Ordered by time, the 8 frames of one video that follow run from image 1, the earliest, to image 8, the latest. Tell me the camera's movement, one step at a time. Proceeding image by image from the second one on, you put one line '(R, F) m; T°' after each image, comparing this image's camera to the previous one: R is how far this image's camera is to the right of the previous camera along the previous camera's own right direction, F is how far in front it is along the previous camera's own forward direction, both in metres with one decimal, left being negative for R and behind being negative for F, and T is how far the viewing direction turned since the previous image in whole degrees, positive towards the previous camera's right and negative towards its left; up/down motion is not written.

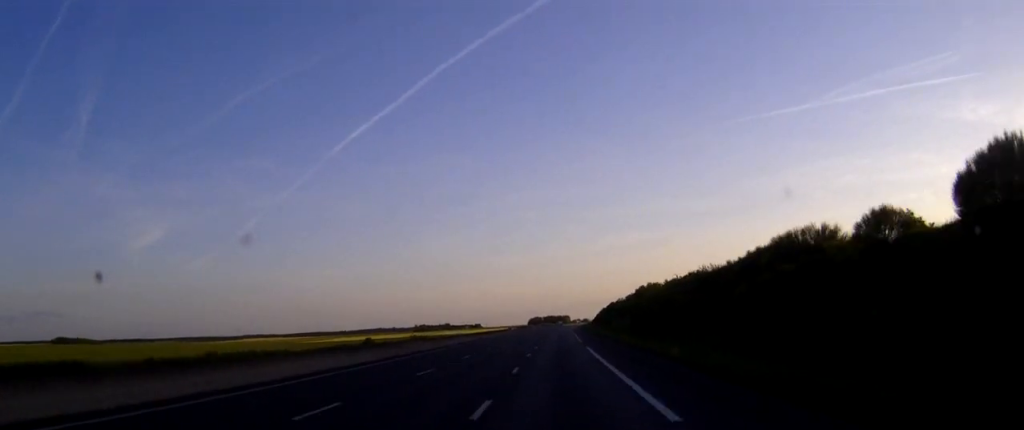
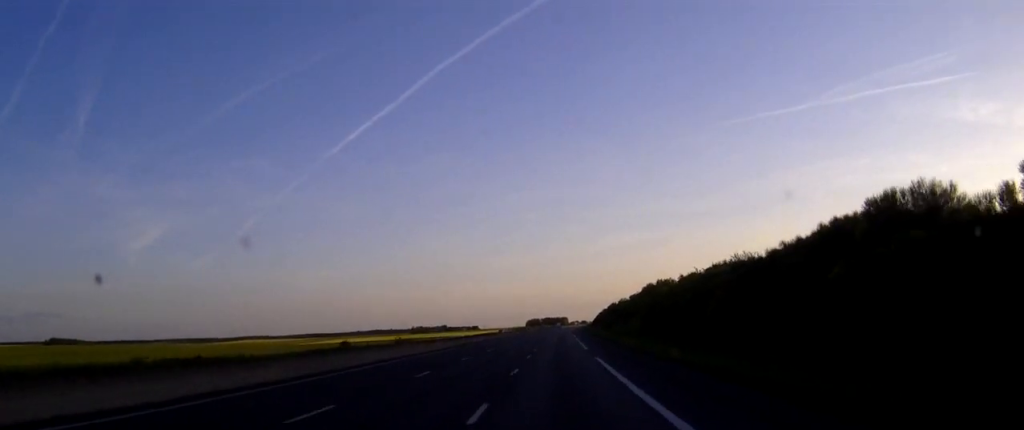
(0.0, +13.4) m; 0°
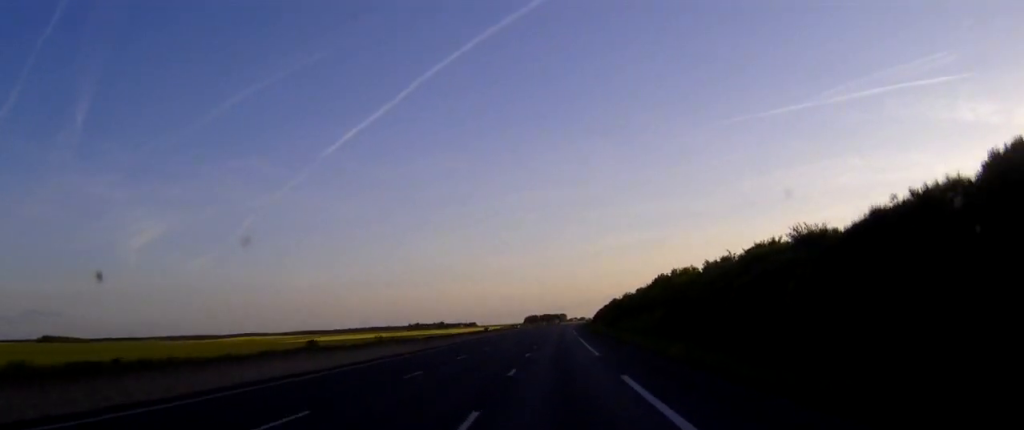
(0.0, +15.2) m; 0°
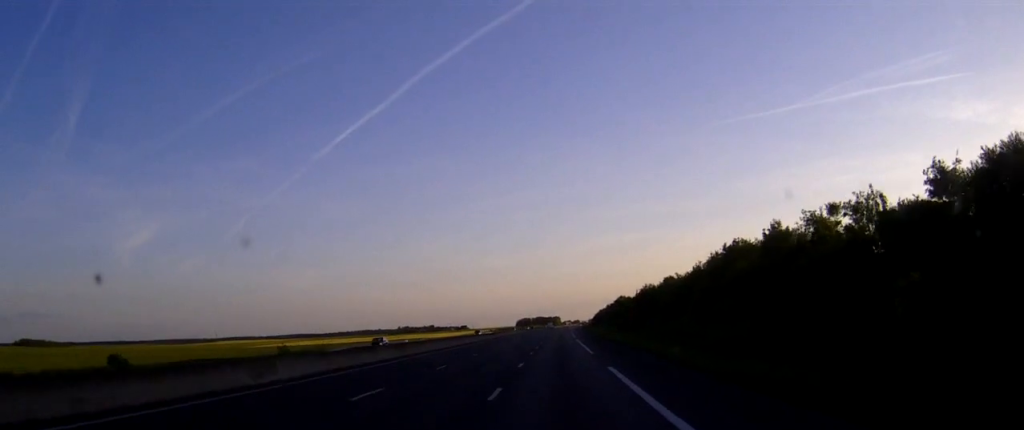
(+0.2, +46.5) m; 0°
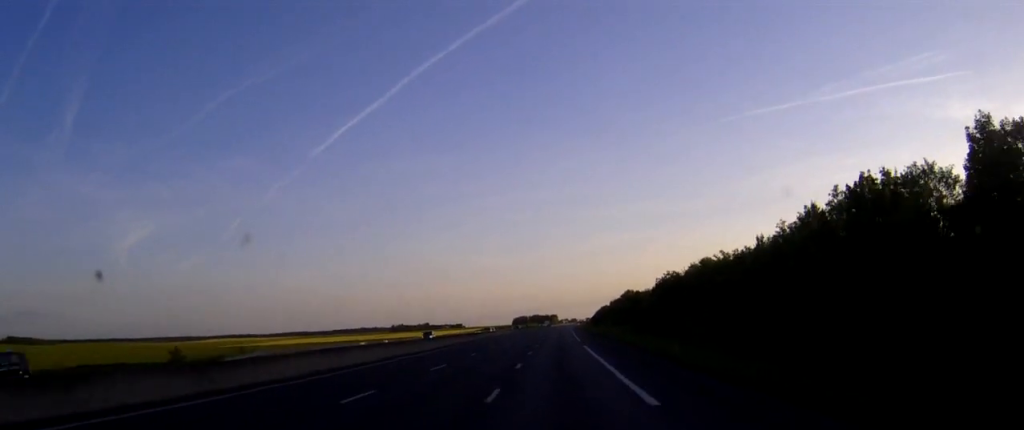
(+0.1, +26.8) m; 0°
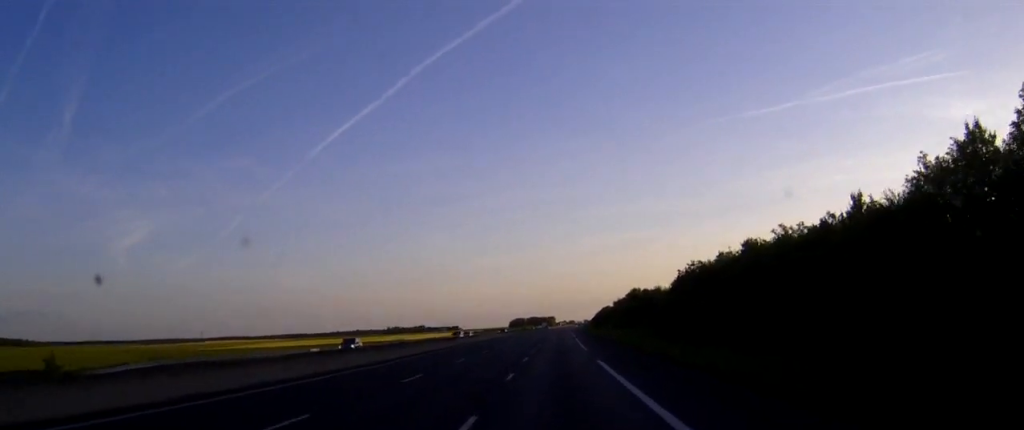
(+0.1, +18.8) m; 0°
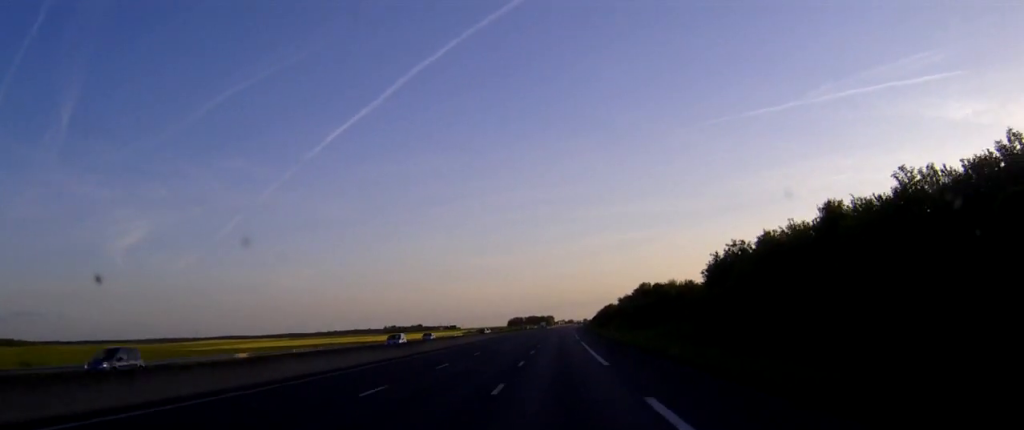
(+0.1, +18.8) m; 0°
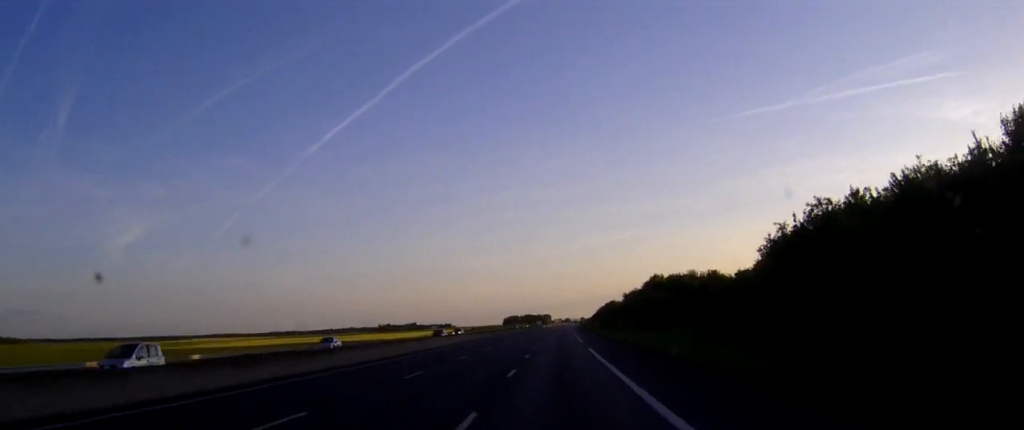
(+0.1, +20.7) m; 0°
